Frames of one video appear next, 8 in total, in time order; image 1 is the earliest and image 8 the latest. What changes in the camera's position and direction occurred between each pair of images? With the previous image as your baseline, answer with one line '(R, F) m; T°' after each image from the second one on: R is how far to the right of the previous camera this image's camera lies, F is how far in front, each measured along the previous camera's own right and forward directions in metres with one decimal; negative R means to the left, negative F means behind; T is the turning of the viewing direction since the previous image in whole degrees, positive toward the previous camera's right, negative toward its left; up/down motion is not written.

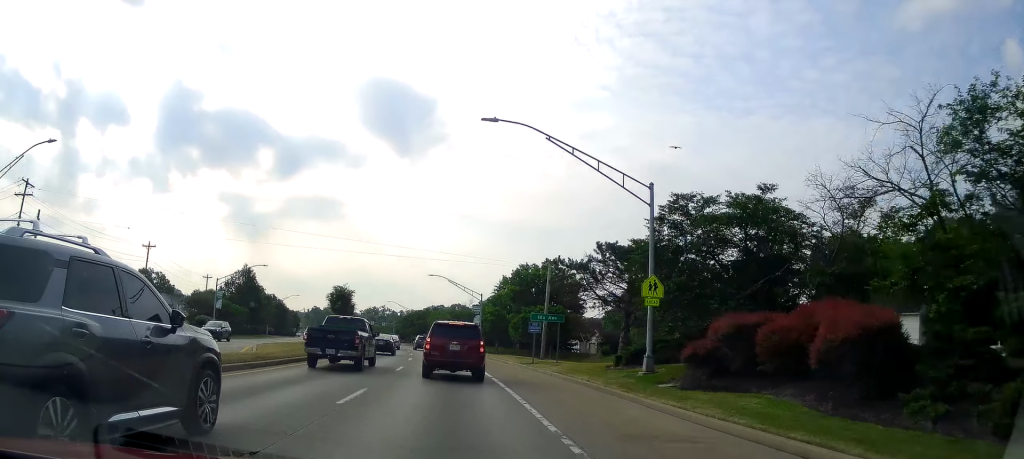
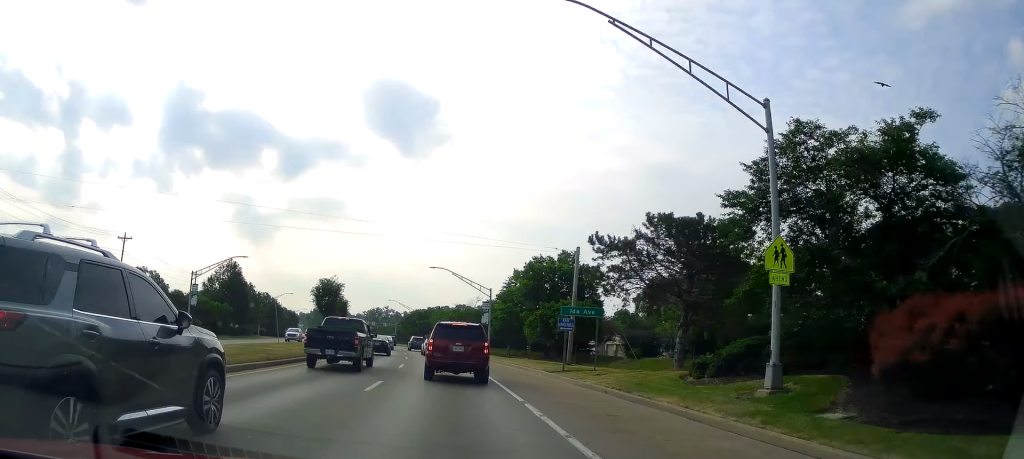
(0.0, +9.4) m; 0°
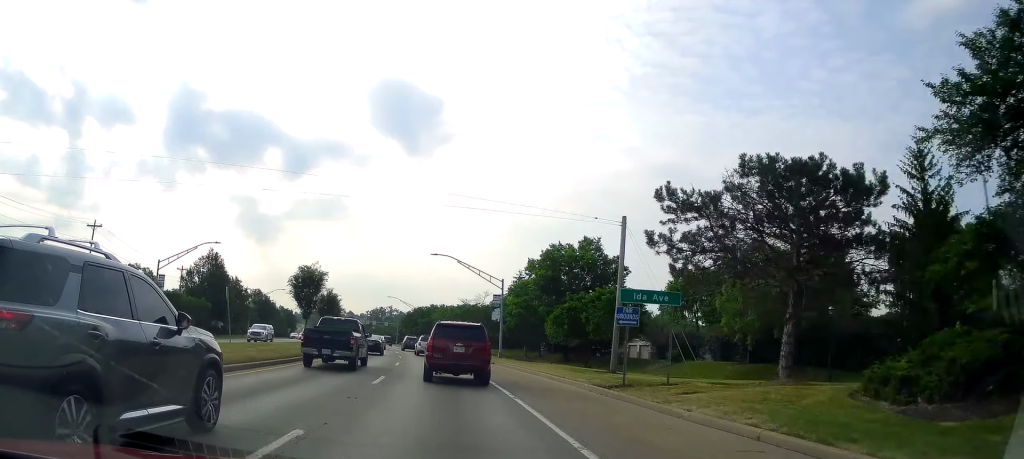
(0.0, +9.9) m; 0°
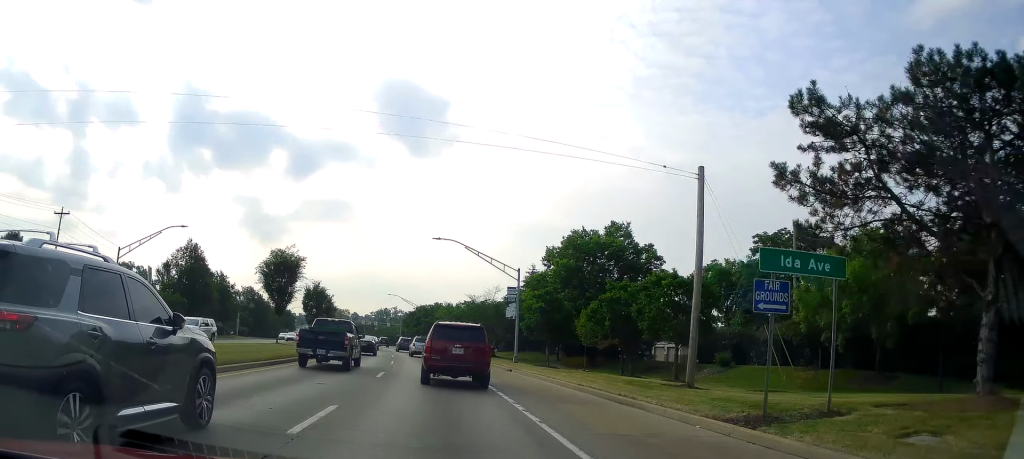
(-0.1, +9.2) m; -2°
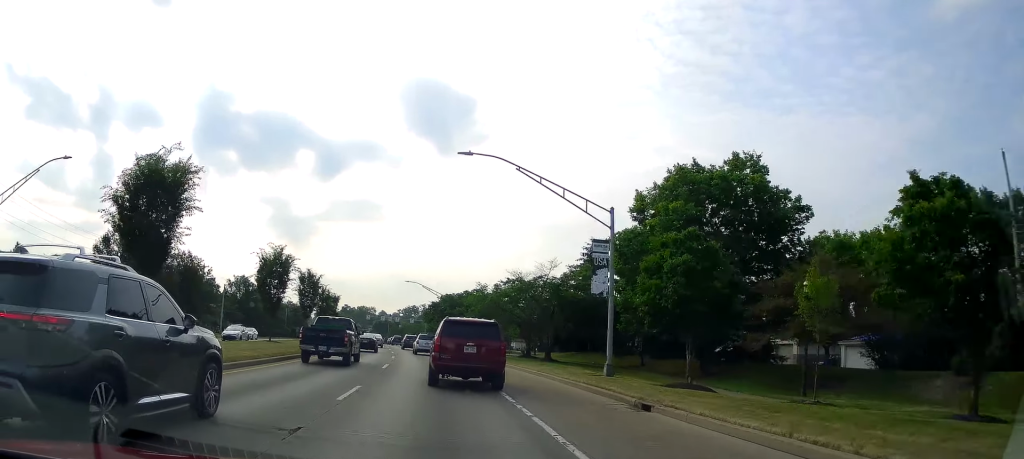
(-0.8, +21.1) m; -3°
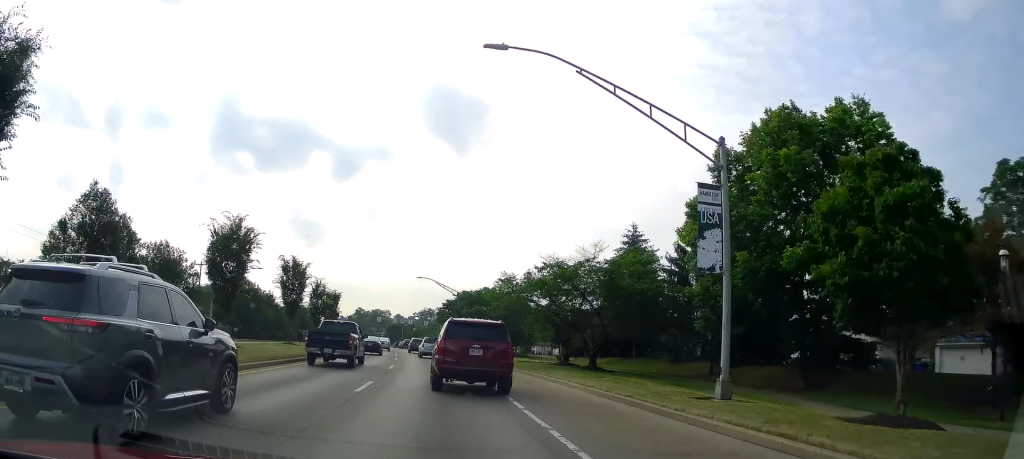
(0.0, +10.1) m; 0°
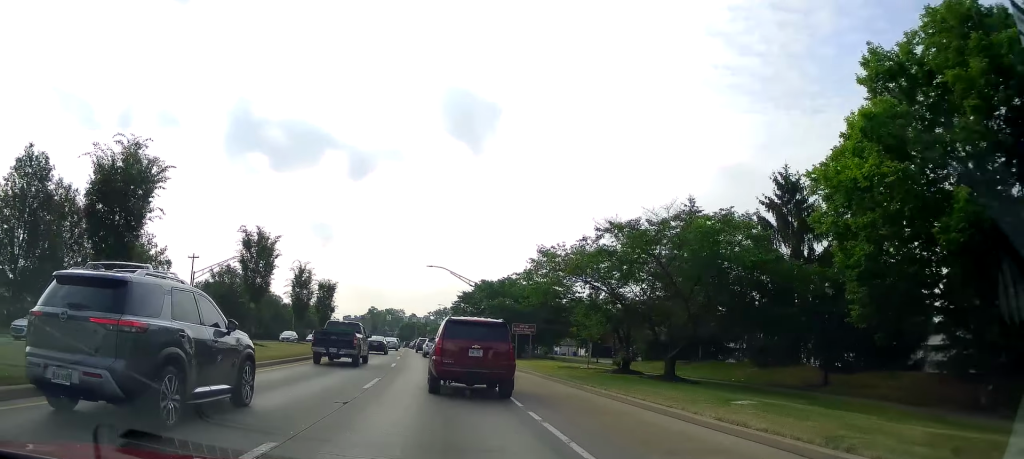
(+0.2, +11.0) m; 0°
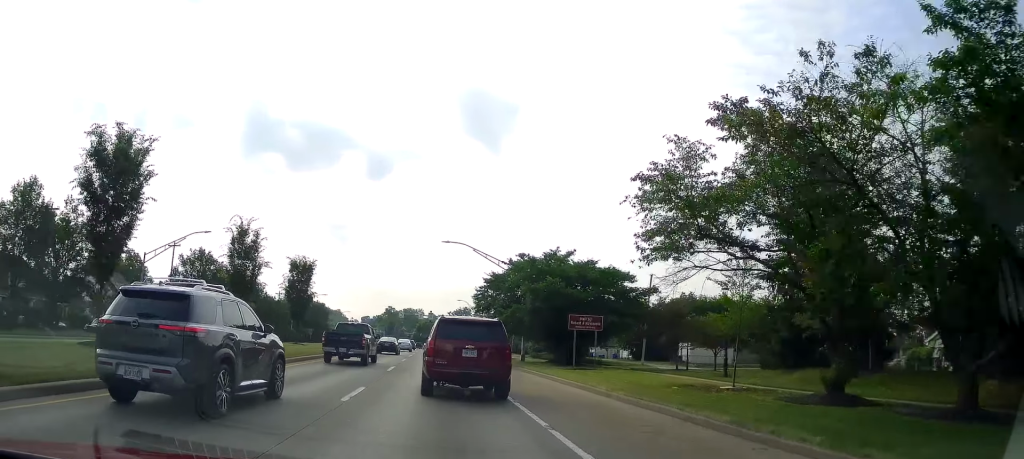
(-0.3, +16.2) m; -3°
